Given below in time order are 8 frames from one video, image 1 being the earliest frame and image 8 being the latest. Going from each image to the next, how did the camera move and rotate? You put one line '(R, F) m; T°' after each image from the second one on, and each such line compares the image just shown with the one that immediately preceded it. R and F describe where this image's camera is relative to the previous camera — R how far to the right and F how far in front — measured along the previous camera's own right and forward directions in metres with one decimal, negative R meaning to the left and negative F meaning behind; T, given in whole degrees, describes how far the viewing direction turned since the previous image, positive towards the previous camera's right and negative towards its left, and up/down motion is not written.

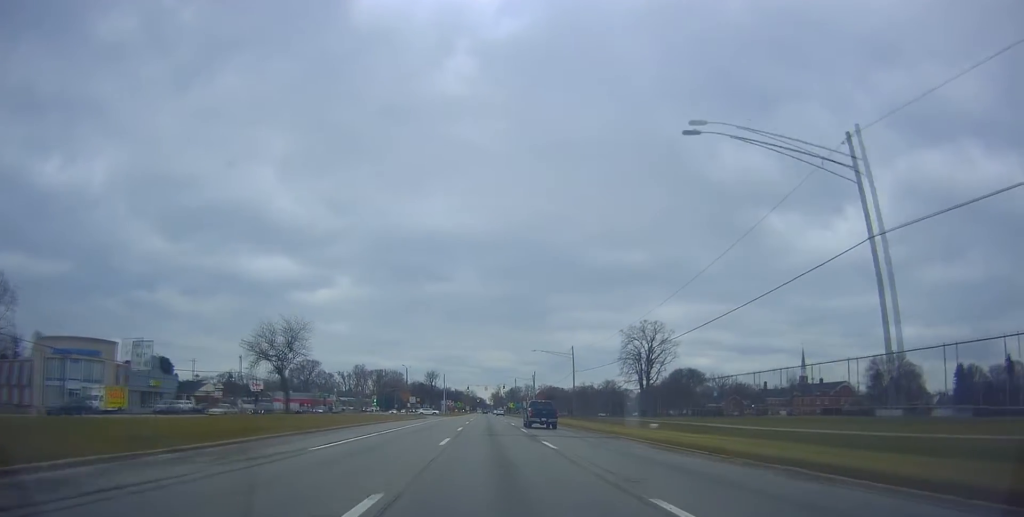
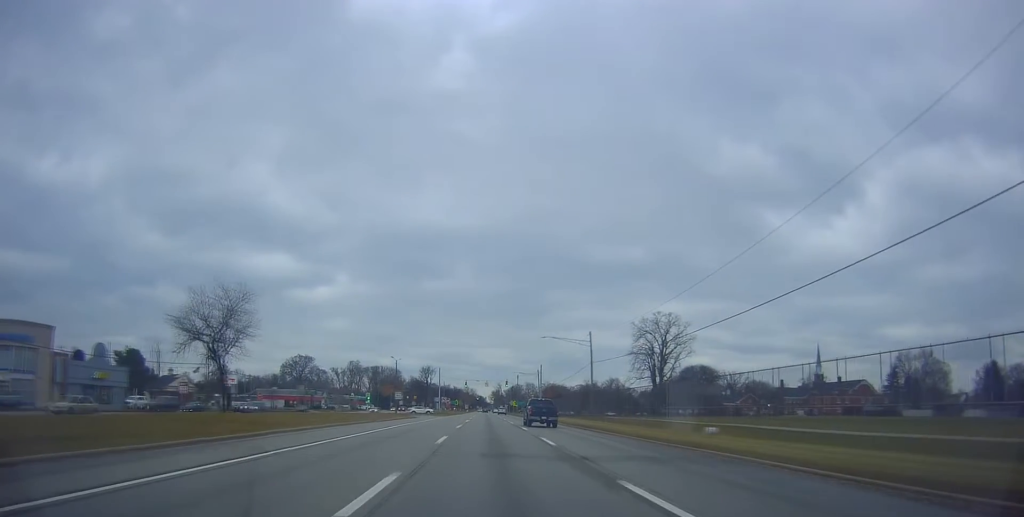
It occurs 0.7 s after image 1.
(+0.4, +14.0) m; -1°
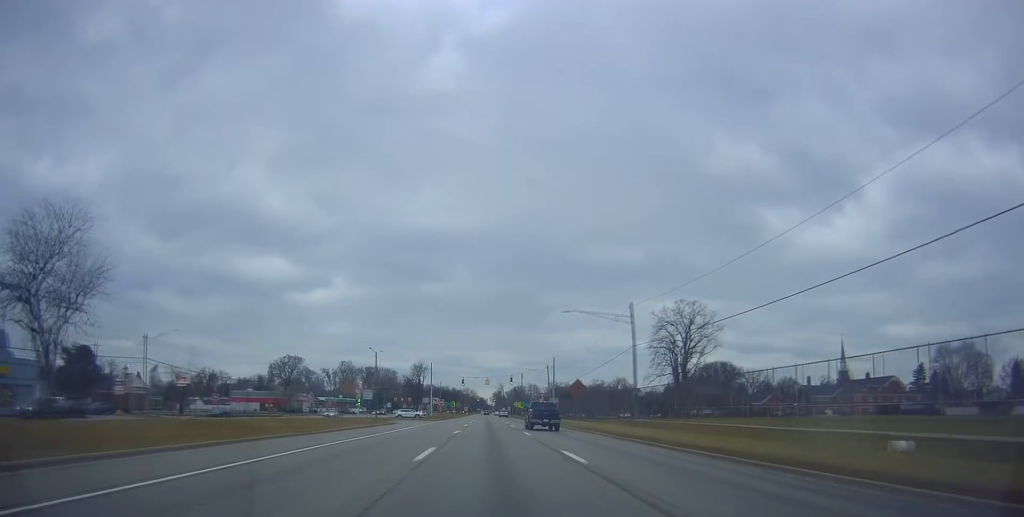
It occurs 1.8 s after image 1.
(-0.8, +19.8) m; 0°
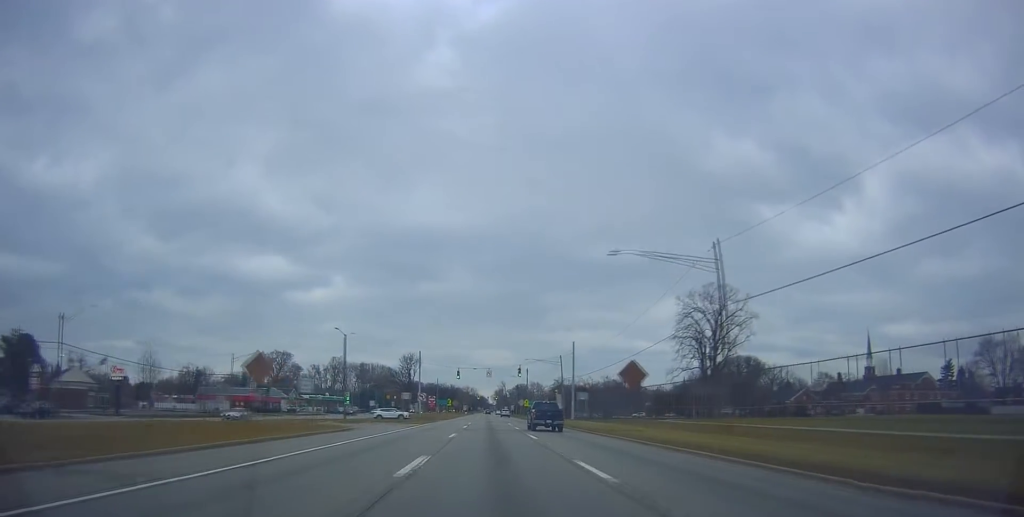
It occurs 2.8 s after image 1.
(+0.8, +19.4) m; 0°
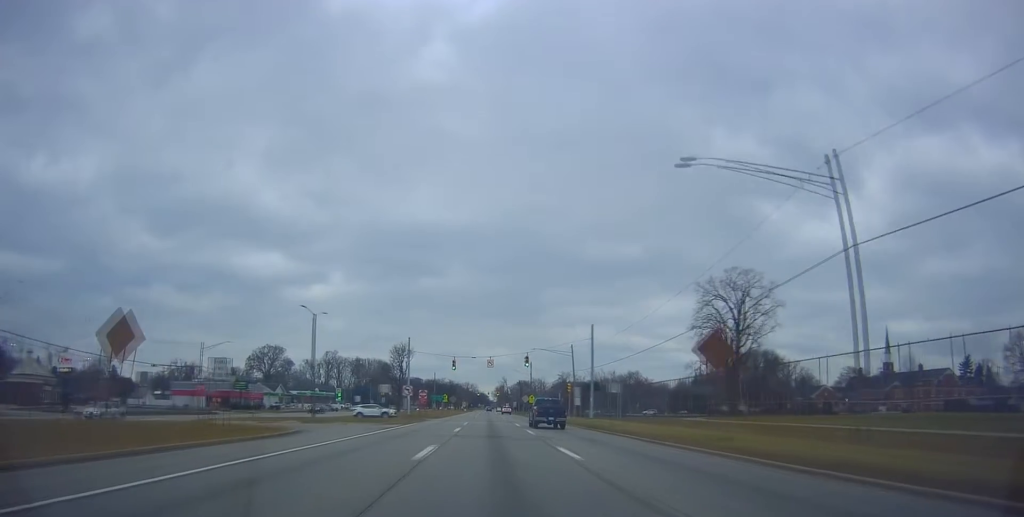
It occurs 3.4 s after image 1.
(-0.5, +12.4) m; -1°
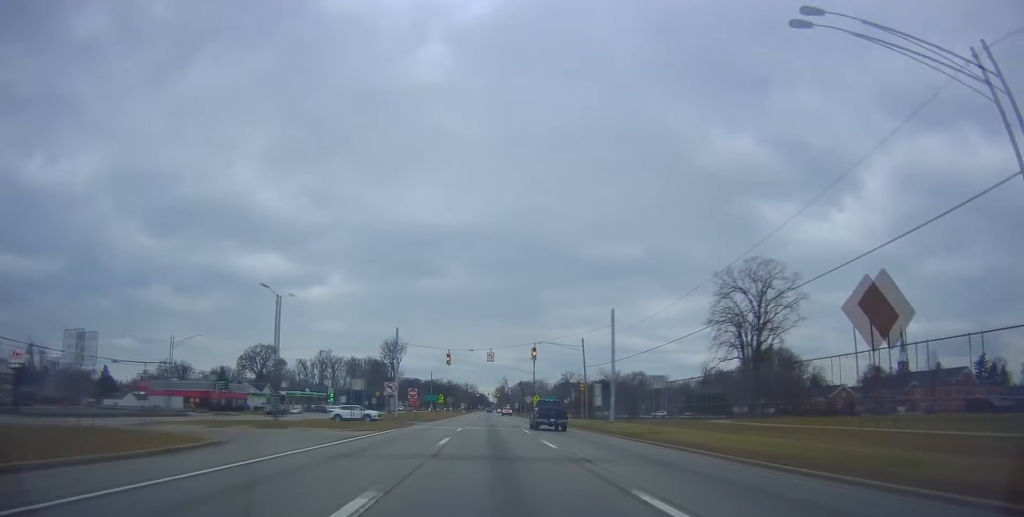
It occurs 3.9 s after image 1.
(-0.2, +9.8) m; 0°
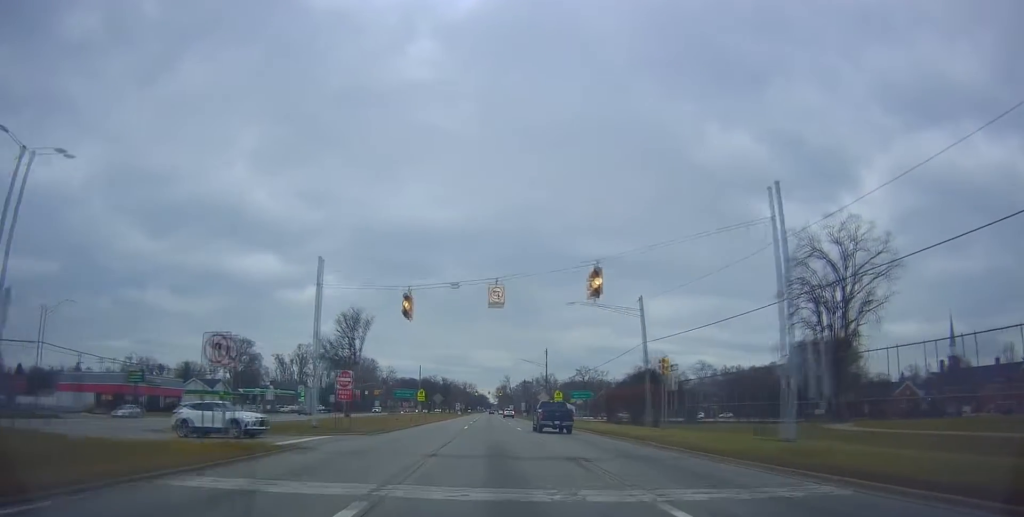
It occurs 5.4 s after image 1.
(+1.0, +29.5) m; +1°
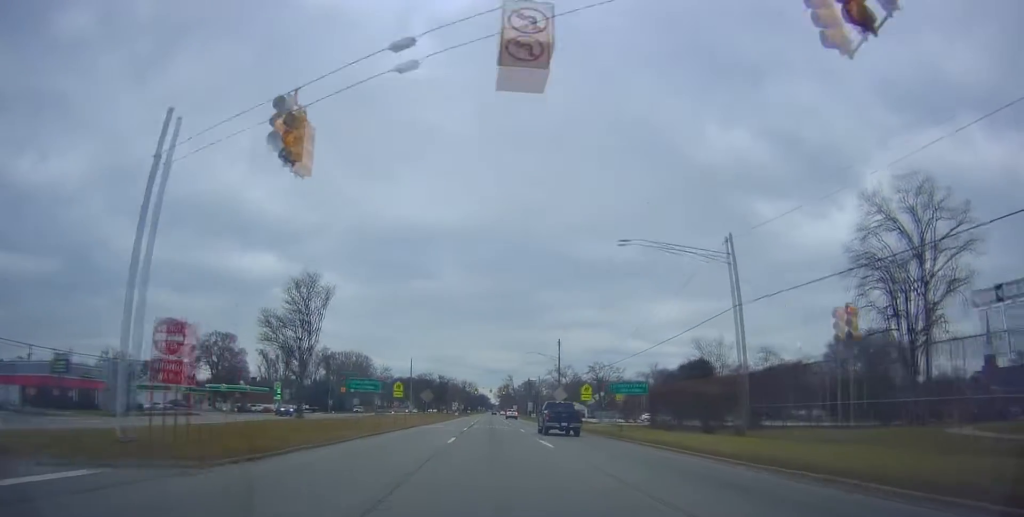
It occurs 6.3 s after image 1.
(-0.3, +18.1) m; 0°
